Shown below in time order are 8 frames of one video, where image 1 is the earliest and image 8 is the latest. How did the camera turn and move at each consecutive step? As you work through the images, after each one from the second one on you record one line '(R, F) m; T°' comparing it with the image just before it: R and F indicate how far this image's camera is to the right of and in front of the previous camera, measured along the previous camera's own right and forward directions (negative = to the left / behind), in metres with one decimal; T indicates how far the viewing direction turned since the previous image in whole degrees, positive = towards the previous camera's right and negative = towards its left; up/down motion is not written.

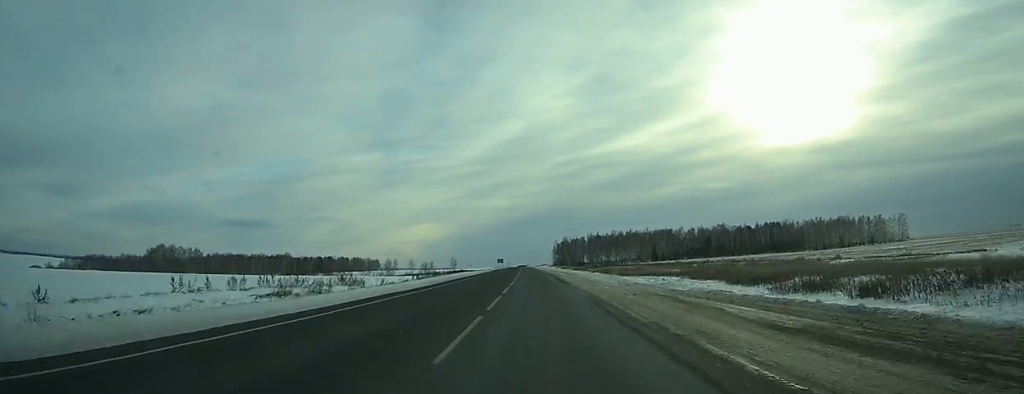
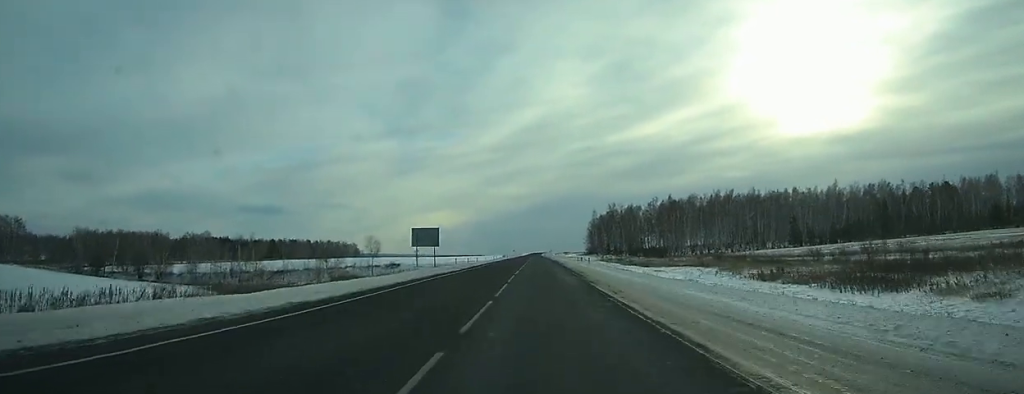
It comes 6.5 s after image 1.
(-3.8, +181.0) m; -1°
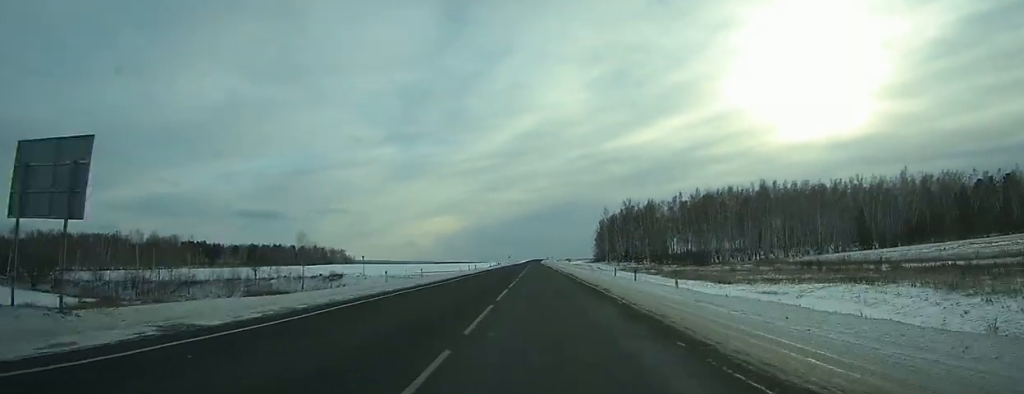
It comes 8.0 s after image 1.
(+0.1, +42.2) m; 0°
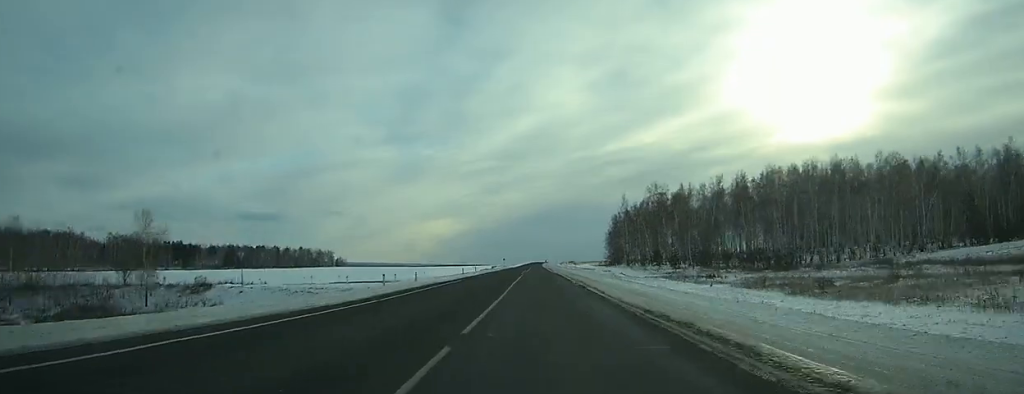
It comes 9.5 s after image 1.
(0.0, +40.2) m; 0°
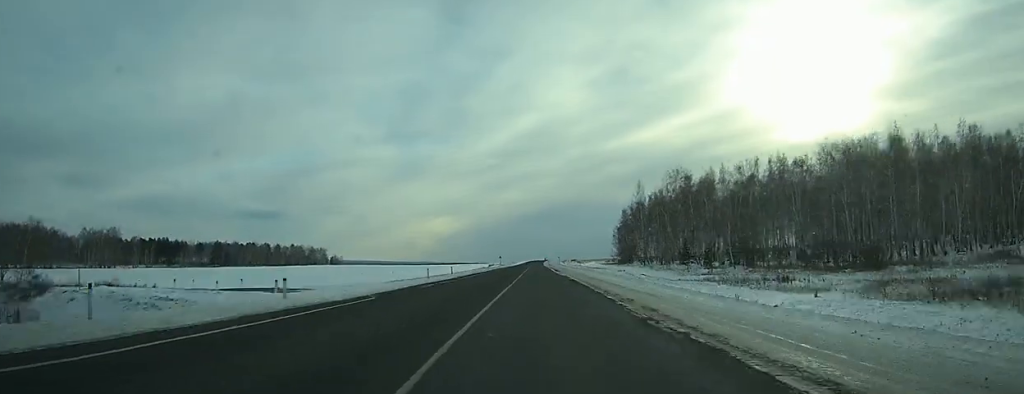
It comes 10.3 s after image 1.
(0.0, +22.0) m; 0°
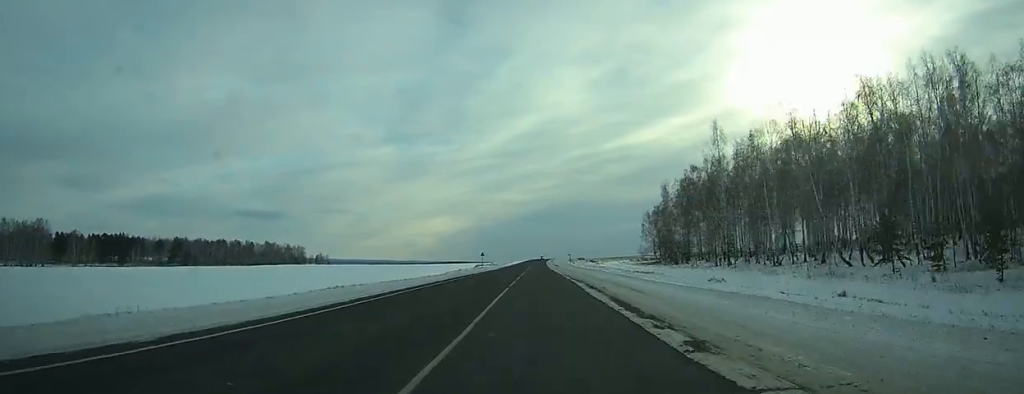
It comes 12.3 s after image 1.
(-0.1, +56.1) m; 0°
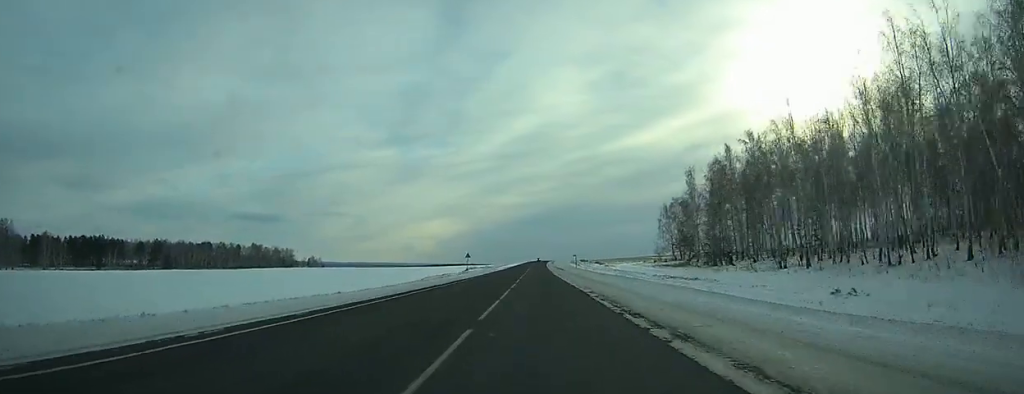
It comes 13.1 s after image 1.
(0.0, +21.0) m; 0°
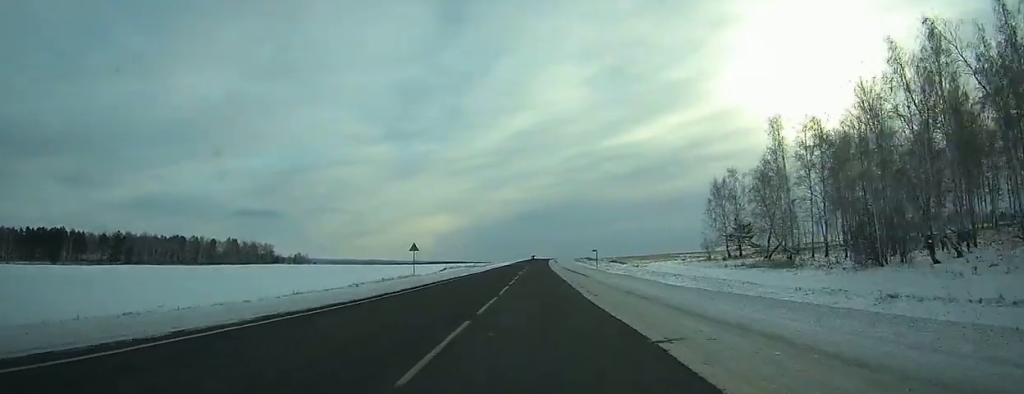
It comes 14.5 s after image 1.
(0.0, +37.3) m; 0°
